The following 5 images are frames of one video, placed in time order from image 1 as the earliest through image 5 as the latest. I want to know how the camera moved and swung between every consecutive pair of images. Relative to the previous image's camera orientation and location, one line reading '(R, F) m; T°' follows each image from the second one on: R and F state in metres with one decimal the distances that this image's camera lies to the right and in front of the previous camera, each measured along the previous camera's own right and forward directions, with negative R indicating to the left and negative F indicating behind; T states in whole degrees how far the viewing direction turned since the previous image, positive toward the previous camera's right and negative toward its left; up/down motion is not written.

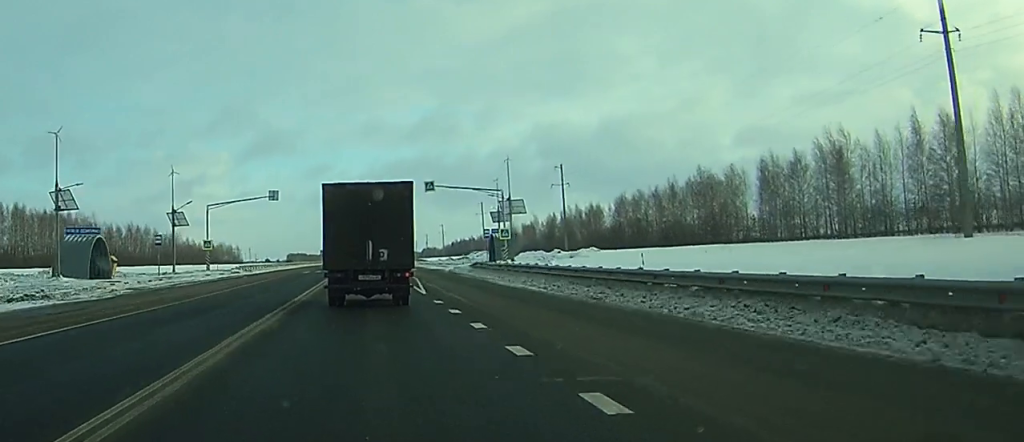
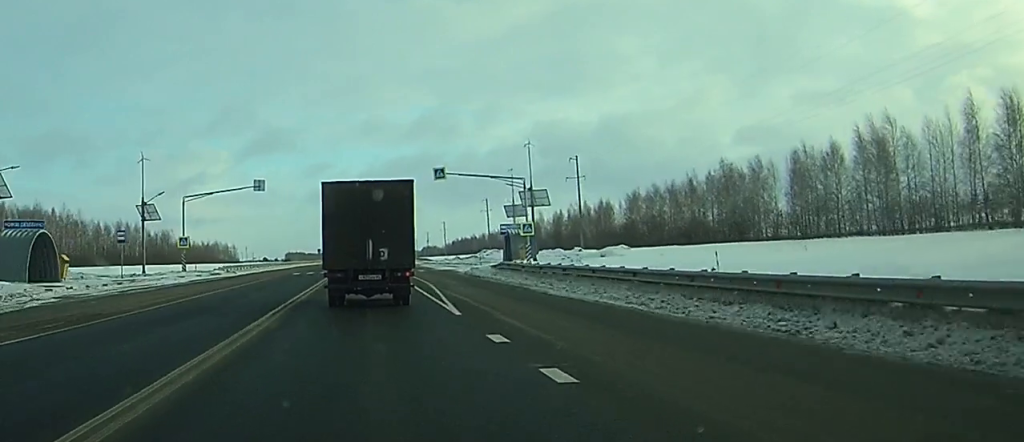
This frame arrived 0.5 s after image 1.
(0.0, +10.3) m; 0°
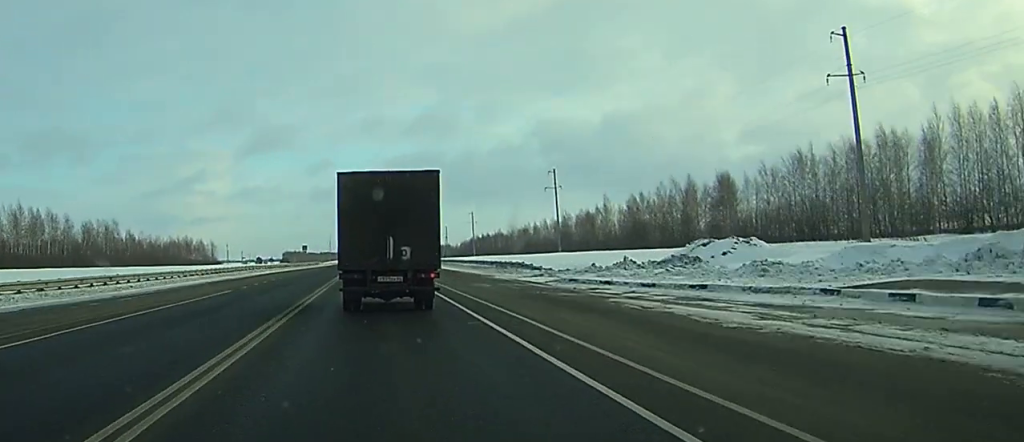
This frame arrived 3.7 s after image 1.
(+0.4, +72.3) m; 0°
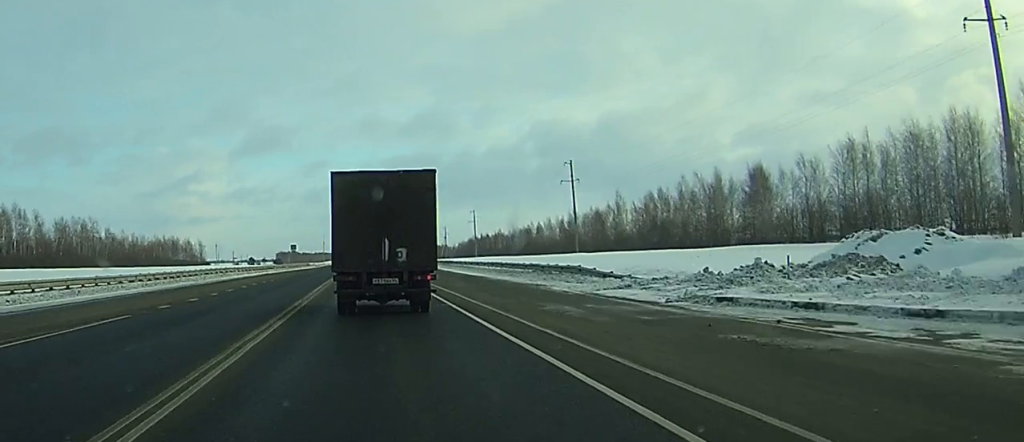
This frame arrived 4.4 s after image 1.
(-0.1, +14.7) m; 0°
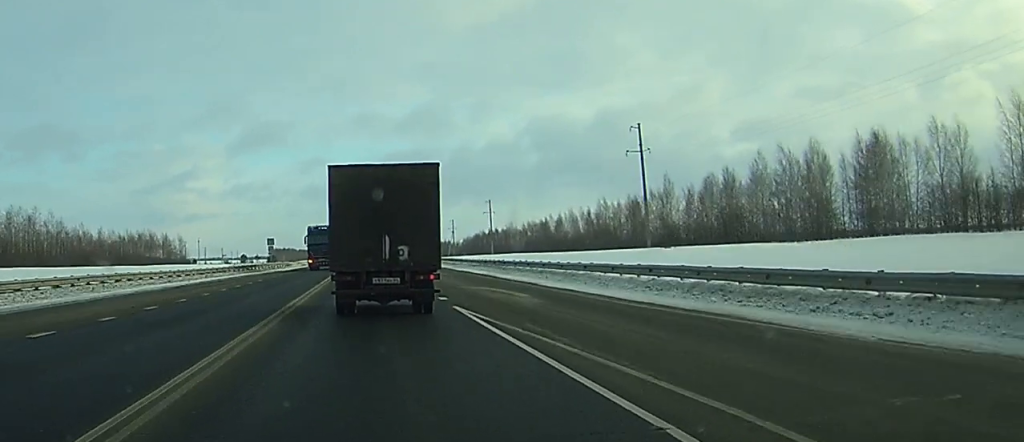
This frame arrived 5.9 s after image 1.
(+0.1, +32.9) m; 0°
